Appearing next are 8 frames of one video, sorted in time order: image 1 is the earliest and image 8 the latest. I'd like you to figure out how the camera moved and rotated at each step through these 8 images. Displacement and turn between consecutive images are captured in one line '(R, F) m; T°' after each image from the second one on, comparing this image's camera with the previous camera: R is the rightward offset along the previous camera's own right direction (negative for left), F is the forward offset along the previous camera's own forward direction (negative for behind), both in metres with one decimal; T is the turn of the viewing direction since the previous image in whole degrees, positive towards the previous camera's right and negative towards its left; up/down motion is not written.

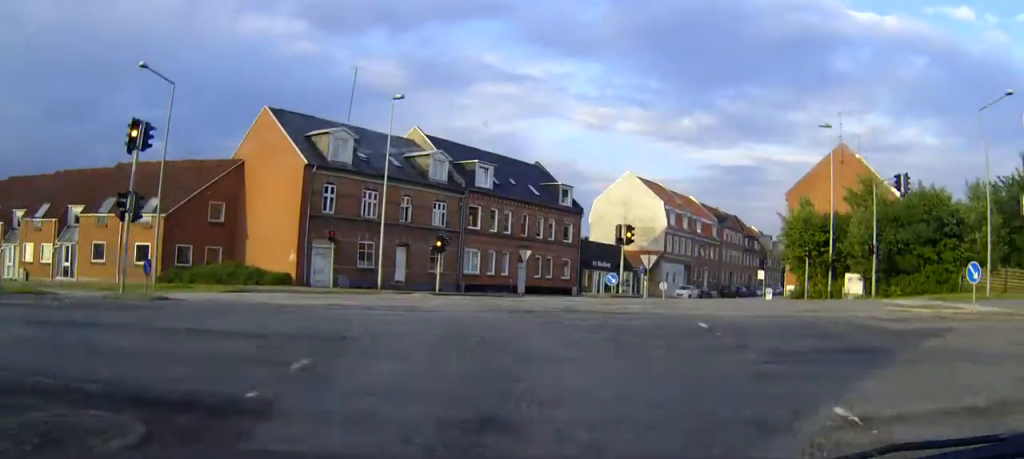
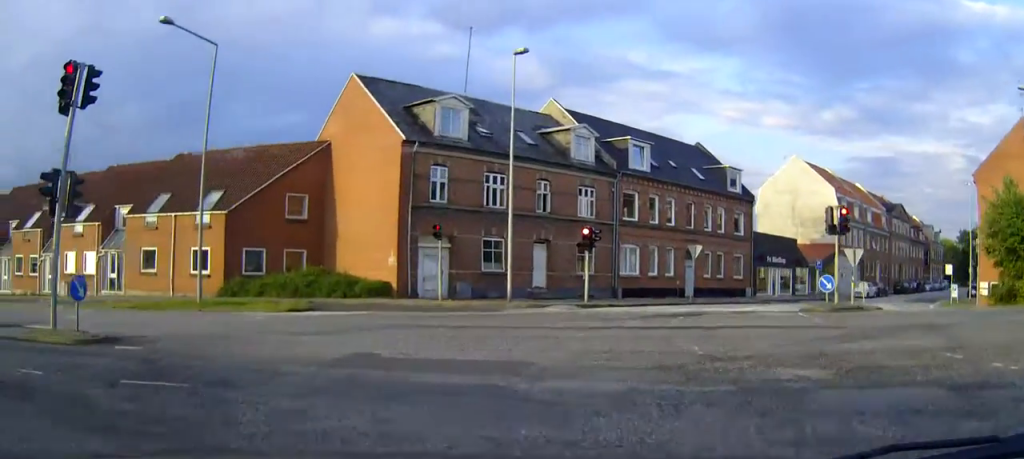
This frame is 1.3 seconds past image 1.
(-0.4, +9.5) m; -10°
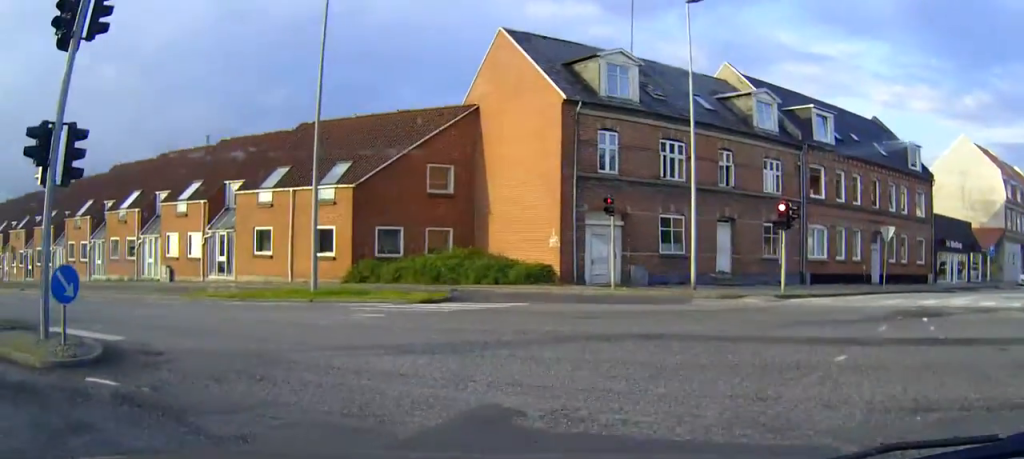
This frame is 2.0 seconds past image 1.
(-0.3, +4.8) m; -11°
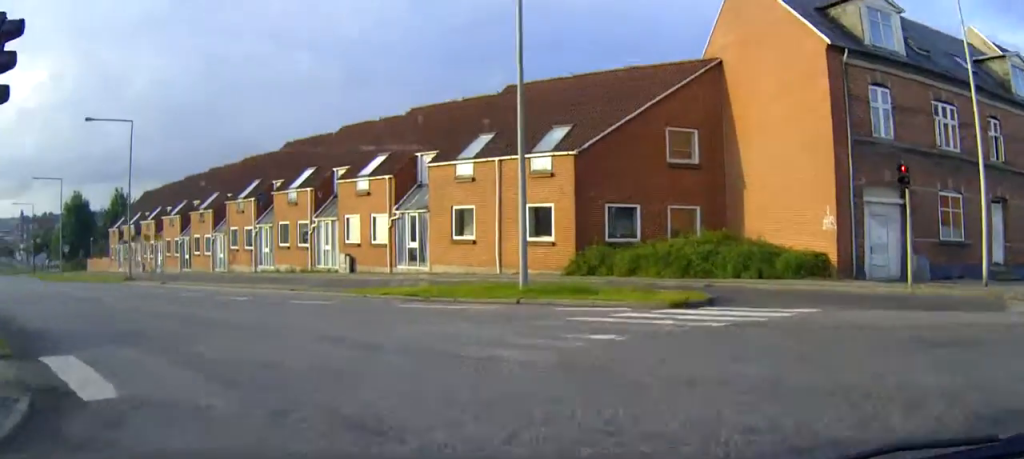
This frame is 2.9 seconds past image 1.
(-0.7, +5.7) m; -18°
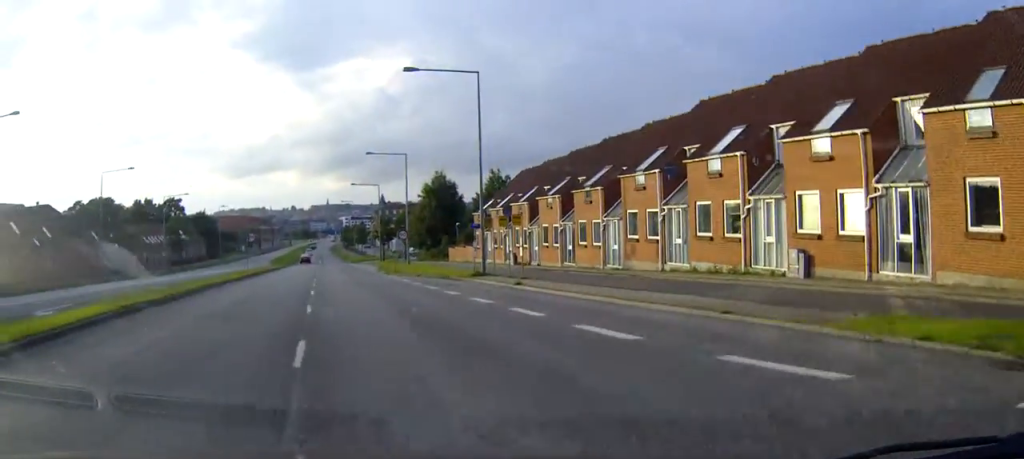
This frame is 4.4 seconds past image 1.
(-3.0, +9.9) m; -30°
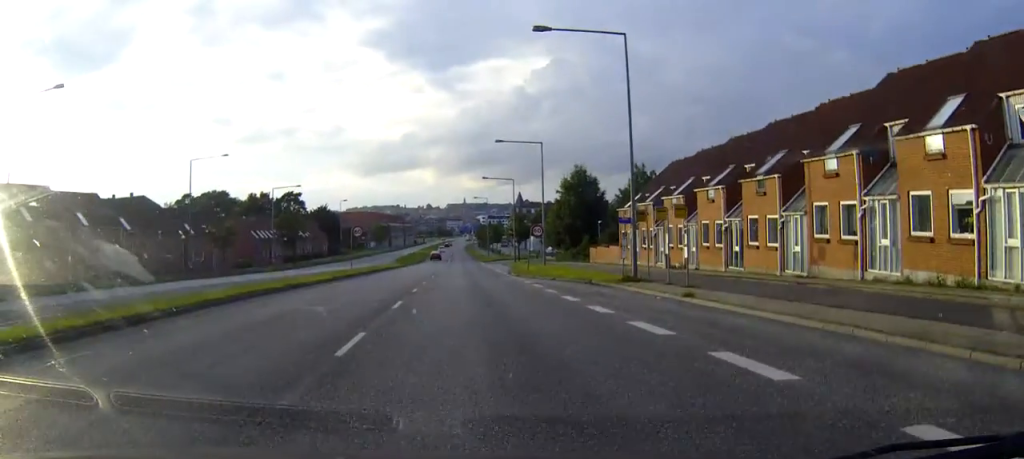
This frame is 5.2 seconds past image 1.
(-0.8, +6.5) m; -11°
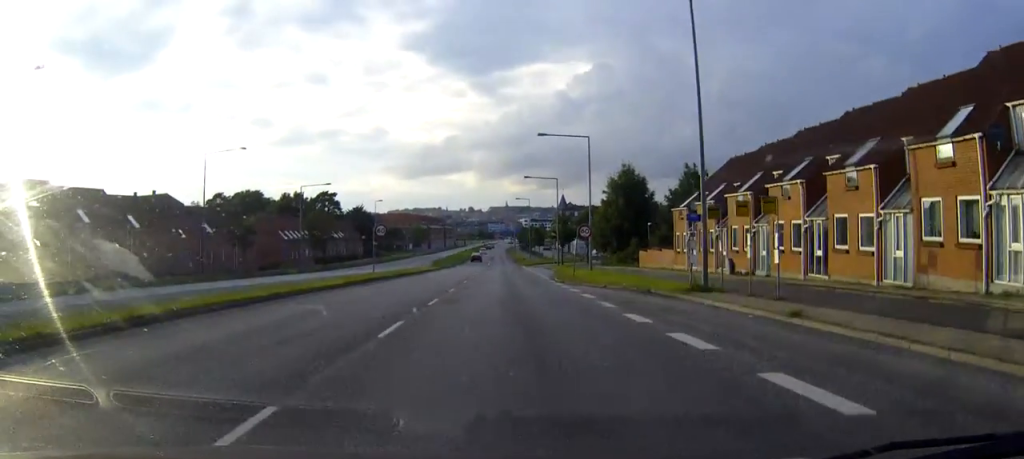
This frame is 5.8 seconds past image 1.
(-0.2, +4.8) m; -5°
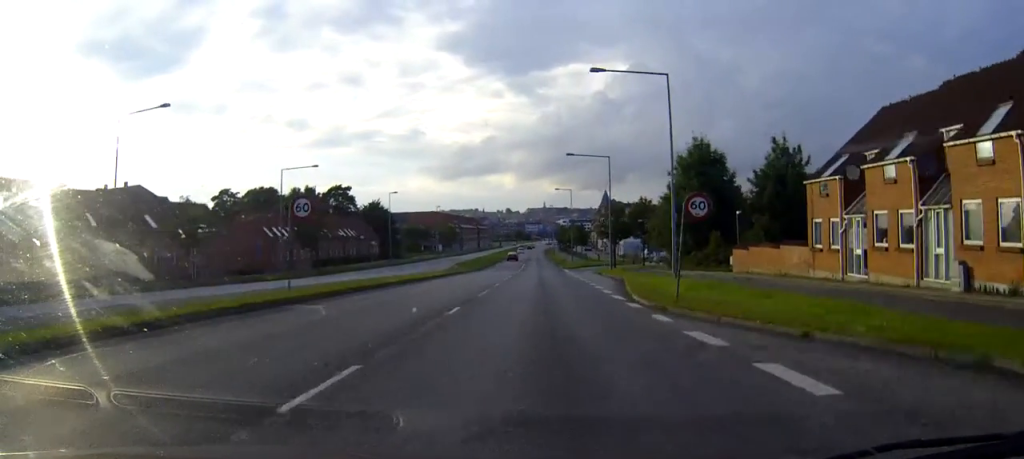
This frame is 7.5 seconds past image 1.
(-1.1, +18.3) m; -4°
